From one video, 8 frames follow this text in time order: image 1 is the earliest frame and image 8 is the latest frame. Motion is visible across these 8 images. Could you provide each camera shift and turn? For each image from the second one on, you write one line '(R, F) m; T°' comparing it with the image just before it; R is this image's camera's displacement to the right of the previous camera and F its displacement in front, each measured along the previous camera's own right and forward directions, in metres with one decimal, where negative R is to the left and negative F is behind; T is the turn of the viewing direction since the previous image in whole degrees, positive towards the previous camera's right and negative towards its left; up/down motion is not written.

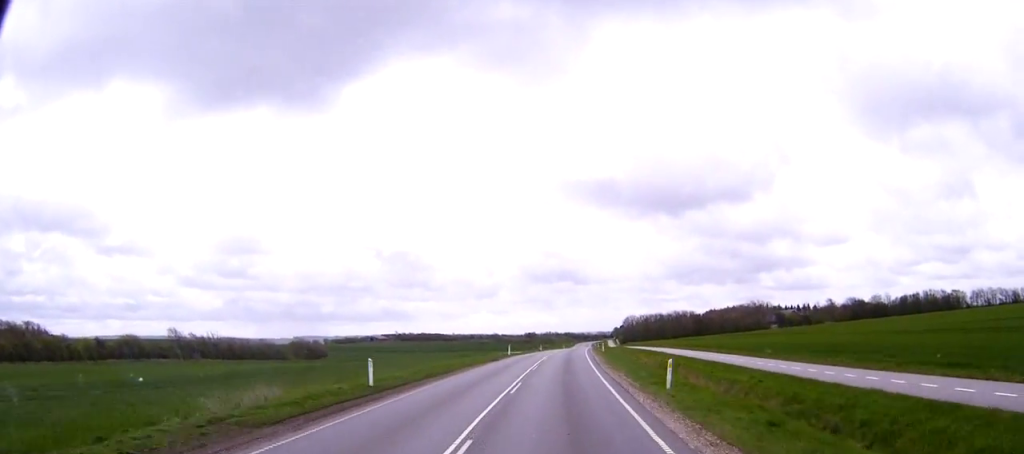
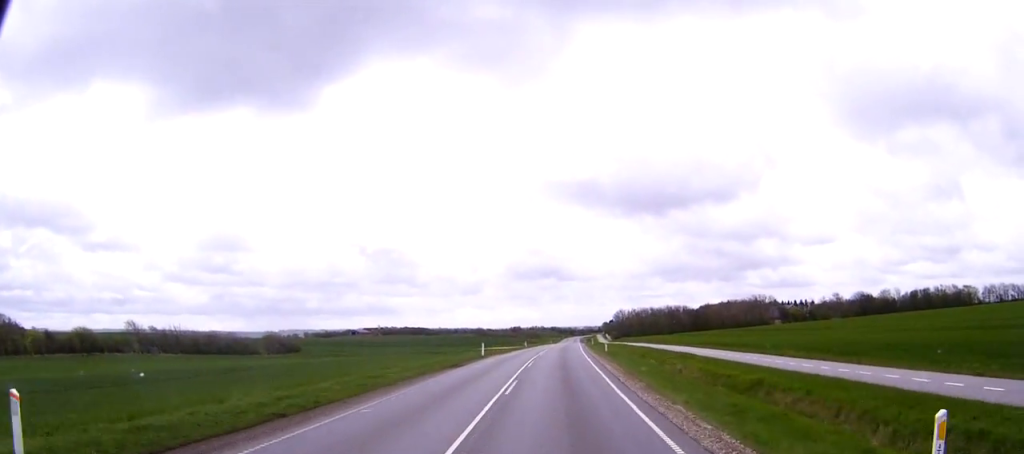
(+0.1, +17.3) m; +1°
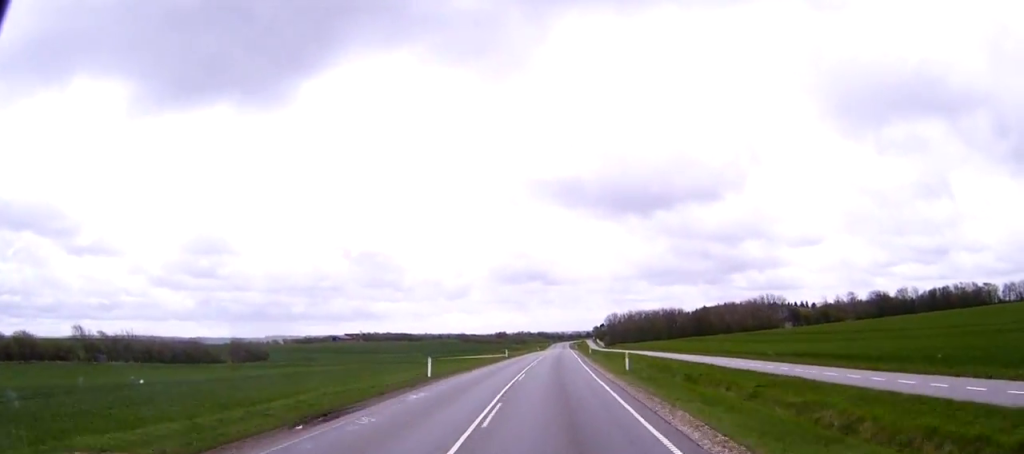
(+0.2, +21.2) m; +1°
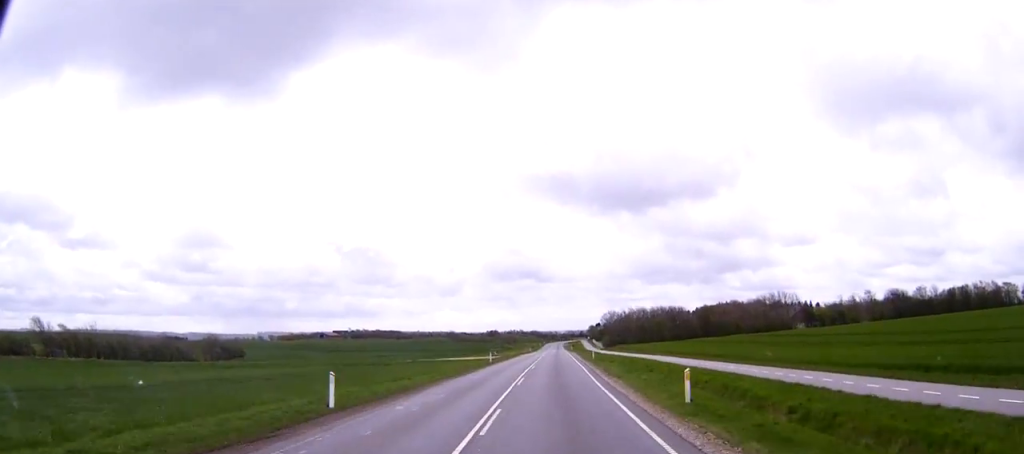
(0.0, +15.8) m; +1°
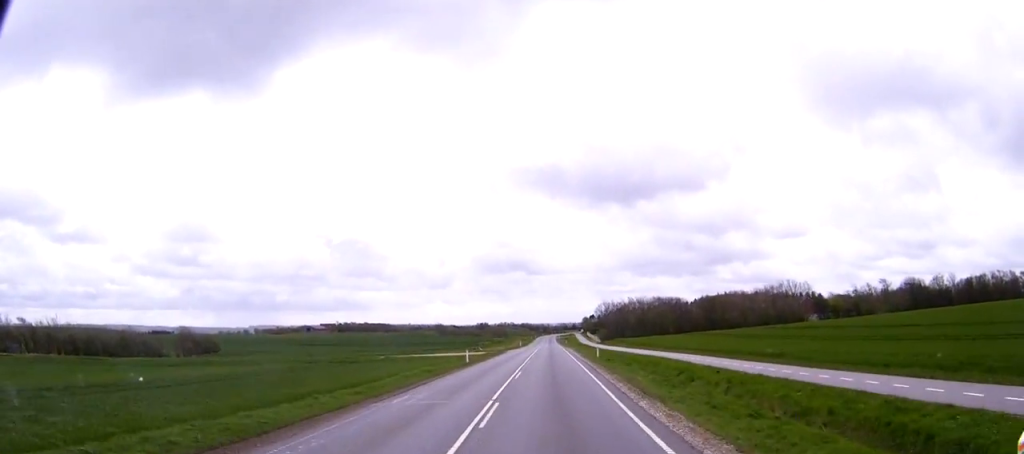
(+0.1, +14.6) m; +1°
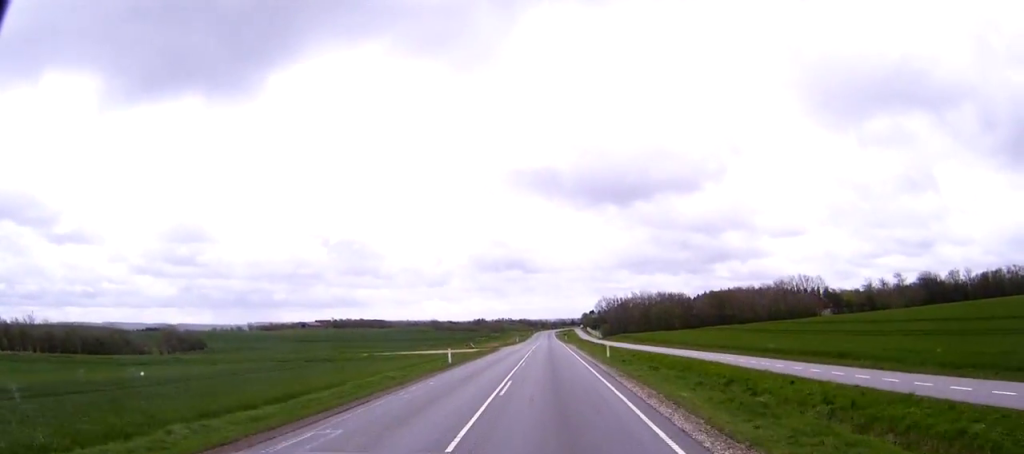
(0.0, +9.6) m; 0°
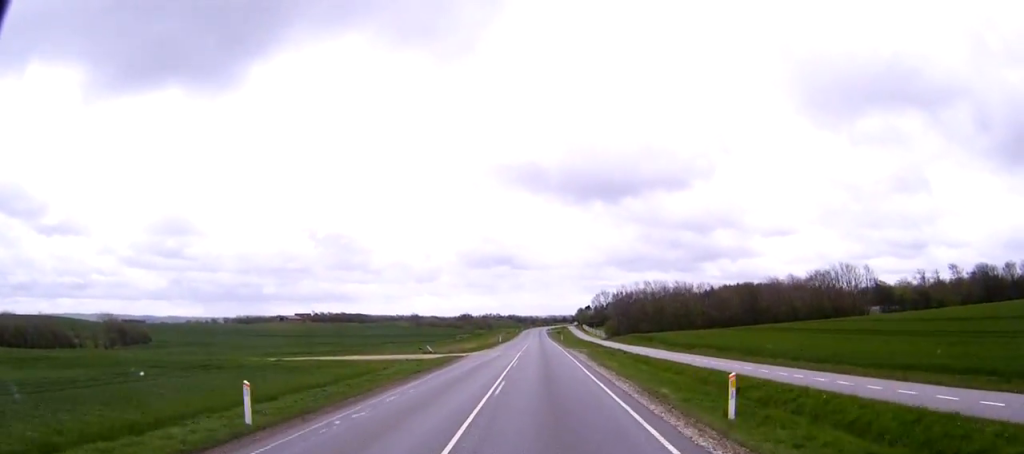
(+0.2, +30.4) m; 0°
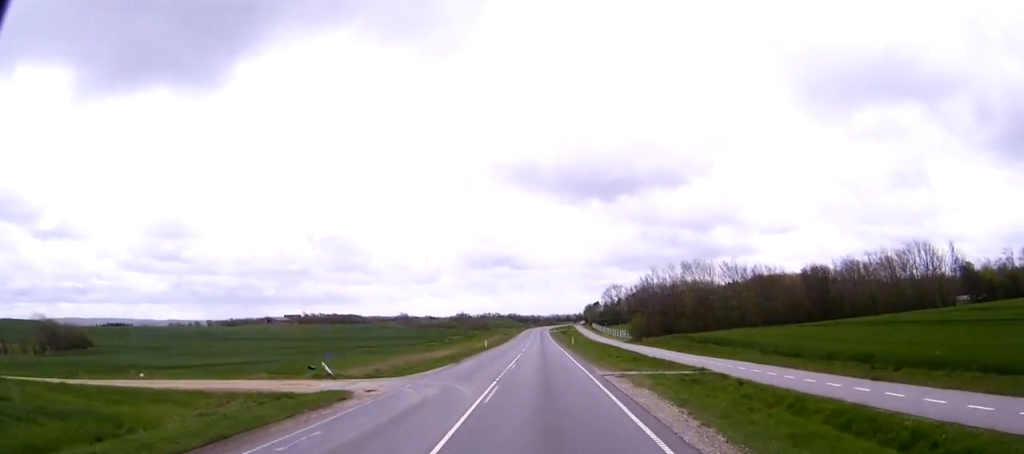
(+0.1, +32.3) m; 0°
